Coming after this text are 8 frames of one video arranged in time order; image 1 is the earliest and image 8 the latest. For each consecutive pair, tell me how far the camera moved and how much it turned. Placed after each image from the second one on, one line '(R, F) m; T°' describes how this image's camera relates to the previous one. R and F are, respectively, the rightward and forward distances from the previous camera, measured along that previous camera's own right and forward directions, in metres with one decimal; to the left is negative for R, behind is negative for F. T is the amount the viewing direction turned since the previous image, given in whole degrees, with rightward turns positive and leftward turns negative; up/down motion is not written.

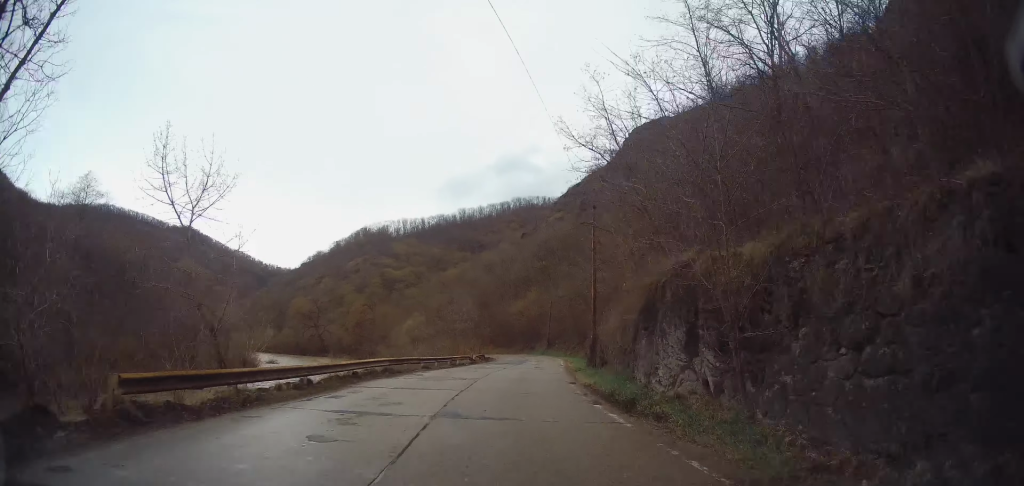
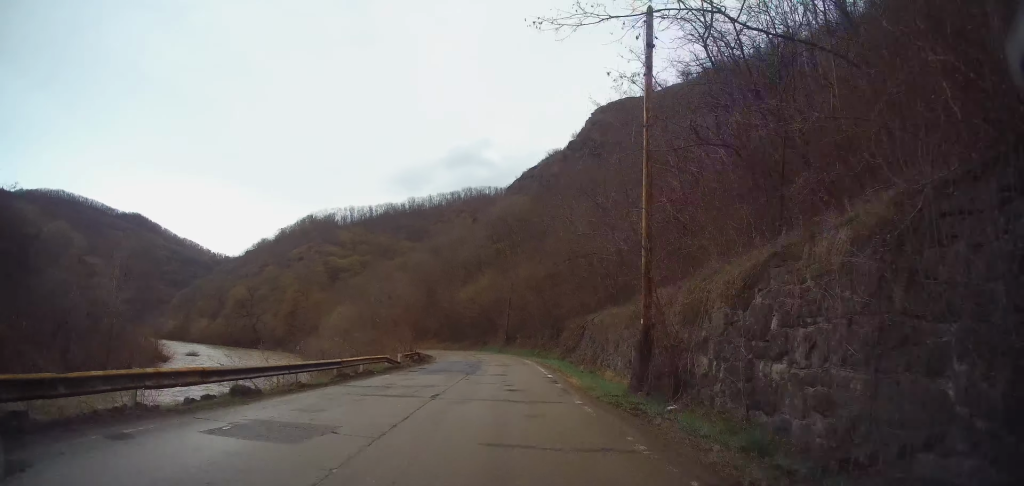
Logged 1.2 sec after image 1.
(+0.3, +17.2) m; +2°
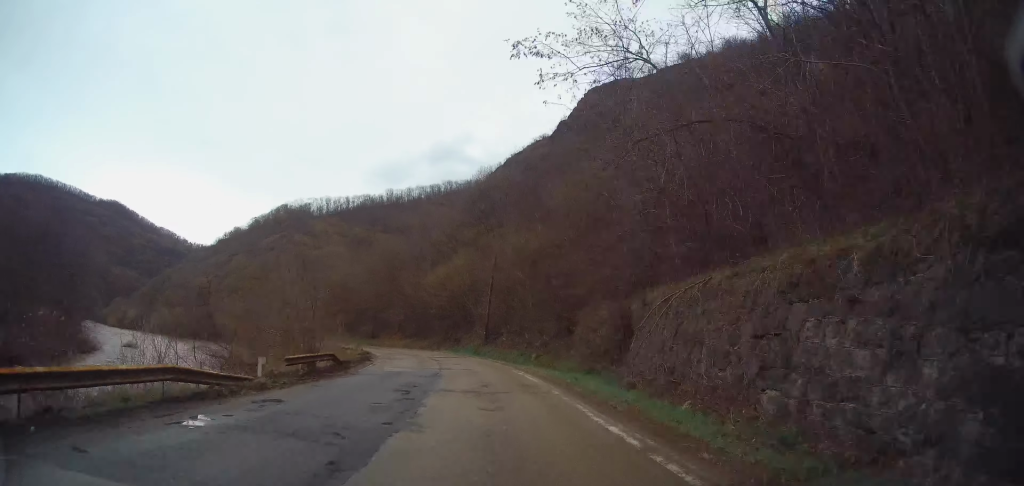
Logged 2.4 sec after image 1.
(+0.2, +17.3) m; +2°
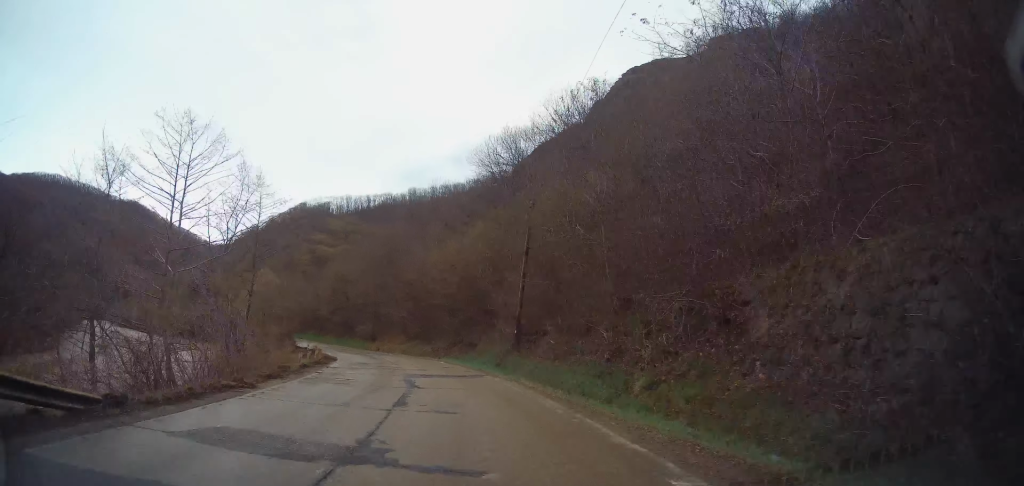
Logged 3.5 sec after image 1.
(+0.4, +17.7) m; 0°
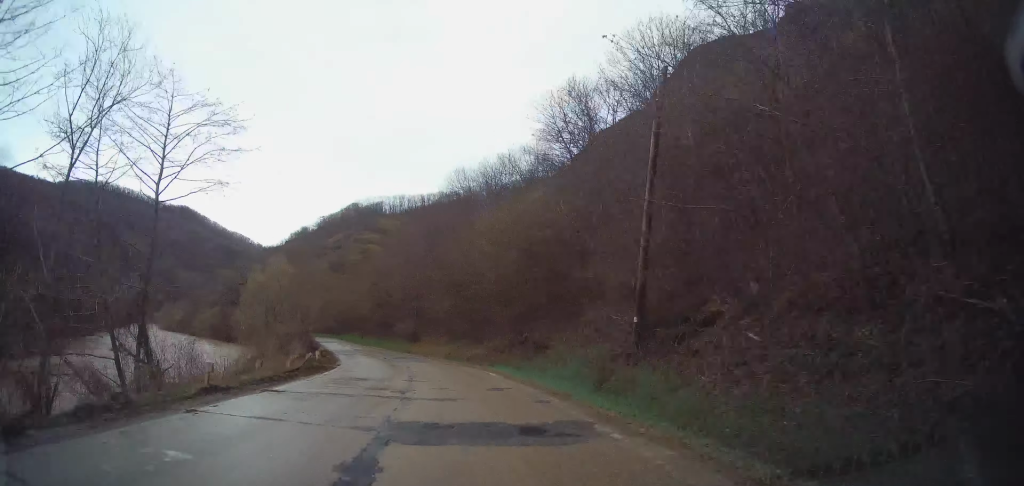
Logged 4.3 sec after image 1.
(-0.4, +12.3) m; -5°
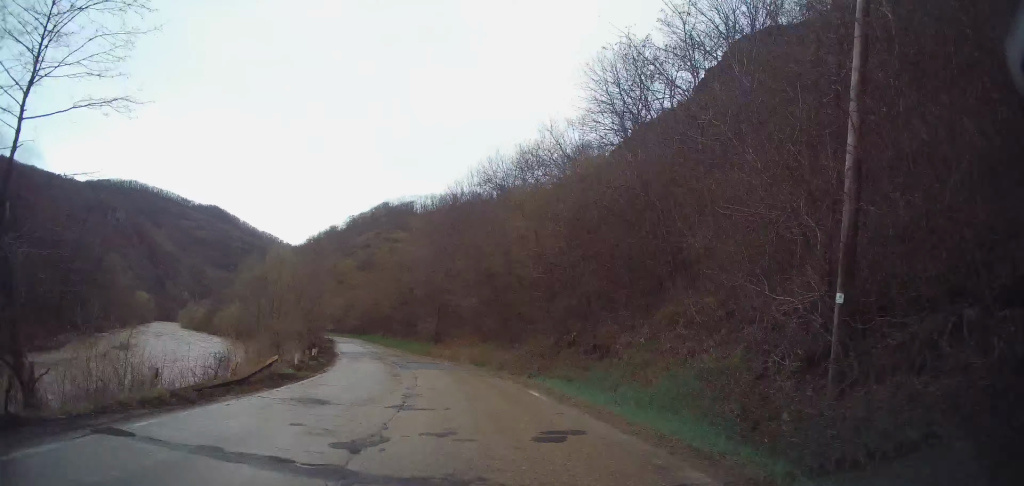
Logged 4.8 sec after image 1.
(-0.2, +6.6) m; -3°
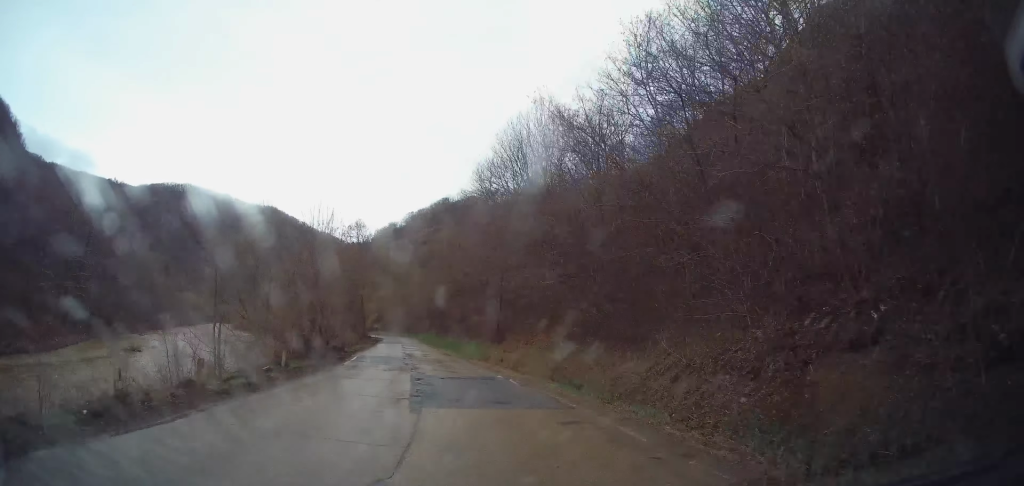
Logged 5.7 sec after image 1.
(-0.9, +13.8) m; -7°
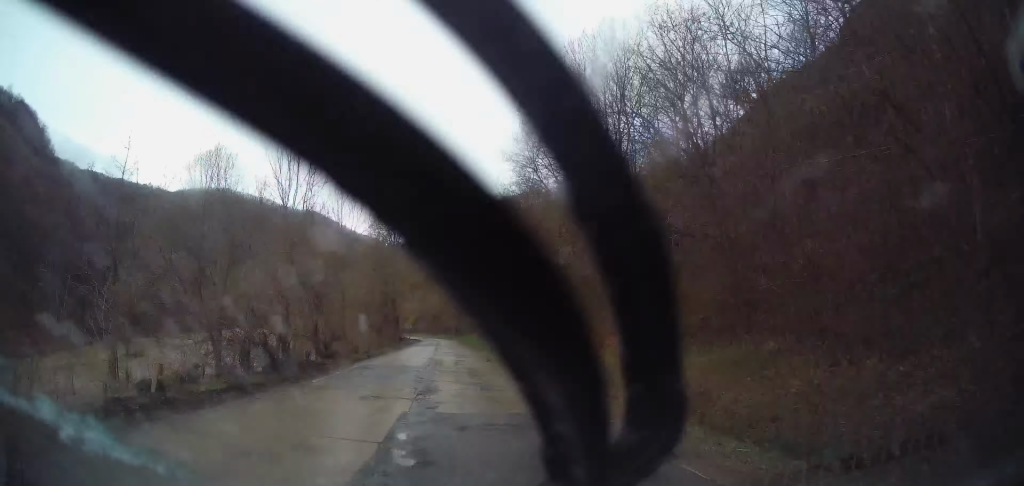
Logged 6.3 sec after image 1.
(-0.5, +9.8) m; -4°
